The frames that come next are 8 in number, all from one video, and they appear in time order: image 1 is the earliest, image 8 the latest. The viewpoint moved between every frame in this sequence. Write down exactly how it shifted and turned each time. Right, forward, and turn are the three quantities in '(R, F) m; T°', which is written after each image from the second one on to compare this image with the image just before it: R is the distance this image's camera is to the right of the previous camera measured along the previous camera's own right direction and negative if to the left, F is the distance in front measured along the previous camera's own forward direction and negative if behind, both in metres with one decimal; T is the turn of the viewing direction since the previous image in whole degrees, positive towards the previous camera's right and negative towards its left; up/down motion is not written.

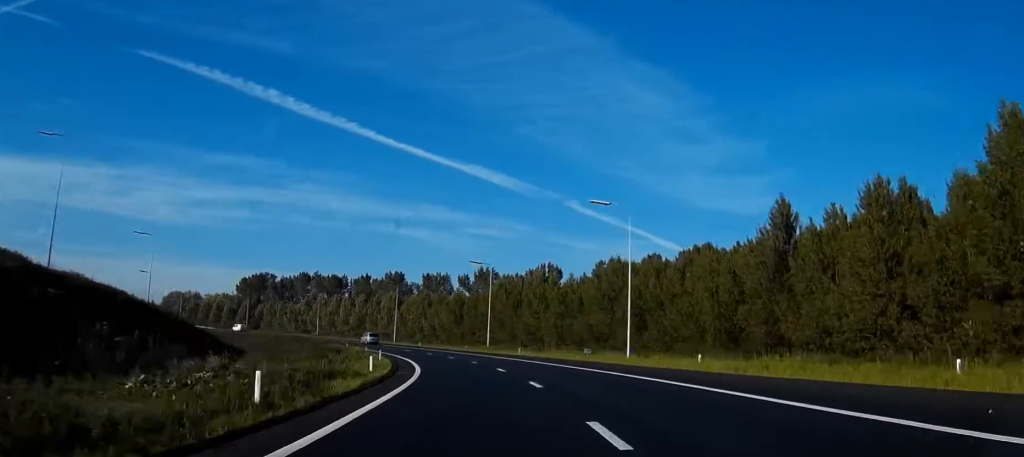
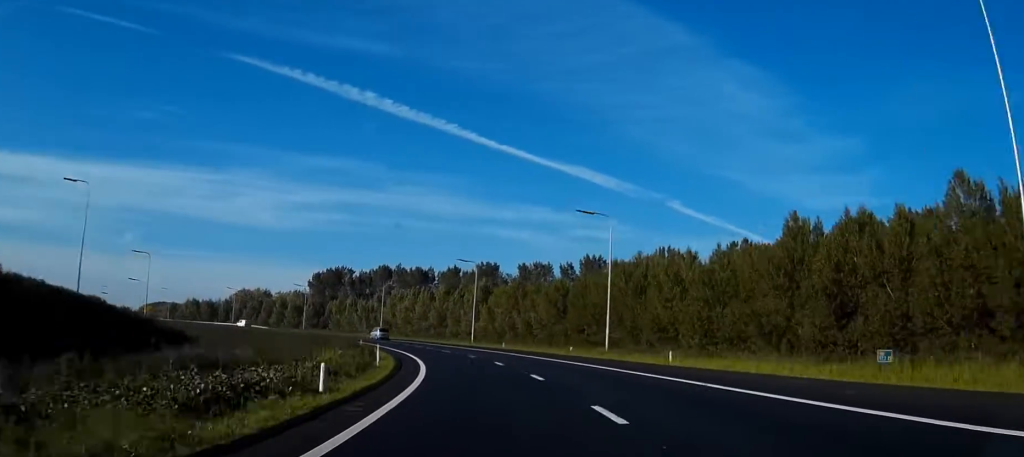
(-0.1, +34.5) m; -6°
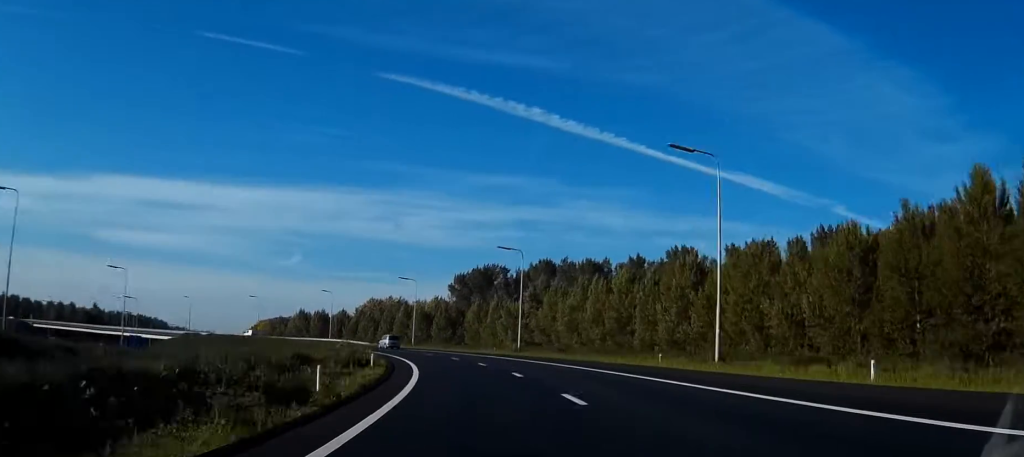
(-6.6, +57.1) m; -14°
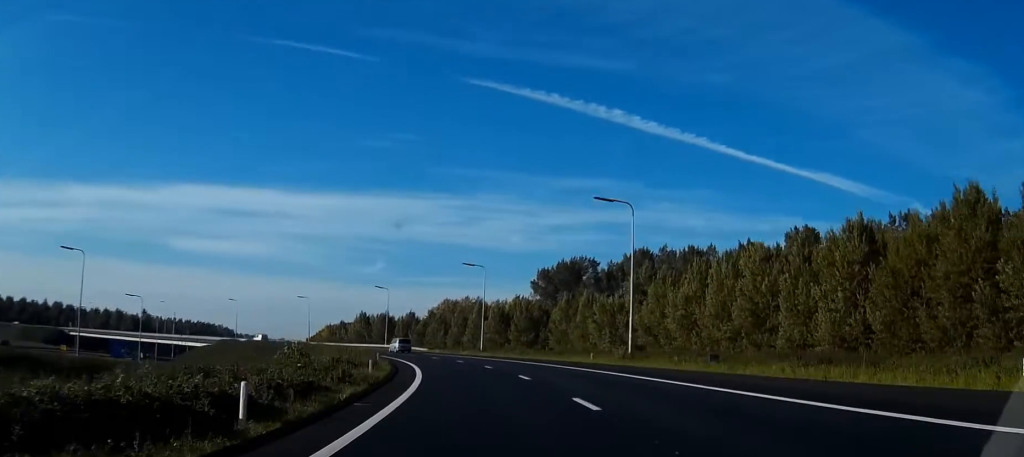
(-1.9, +25.4) m; -6°
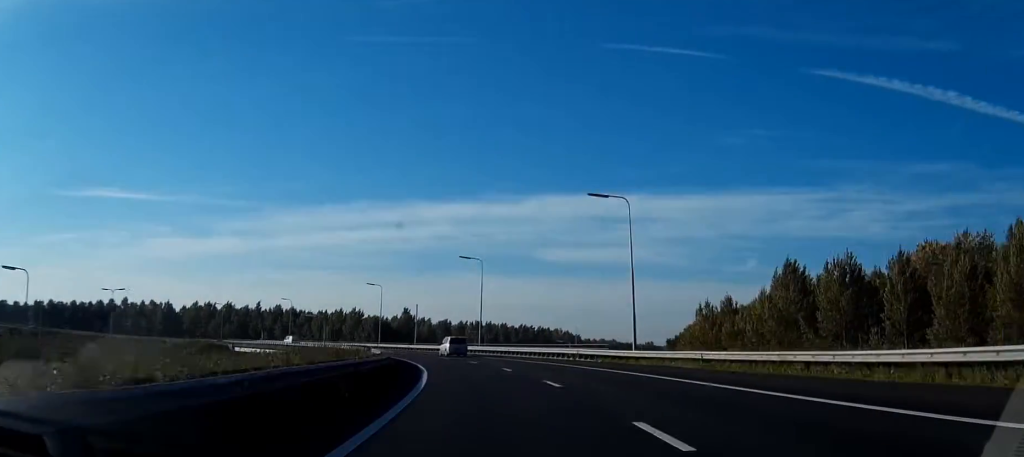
(-28.1, +110.9) m; -28°
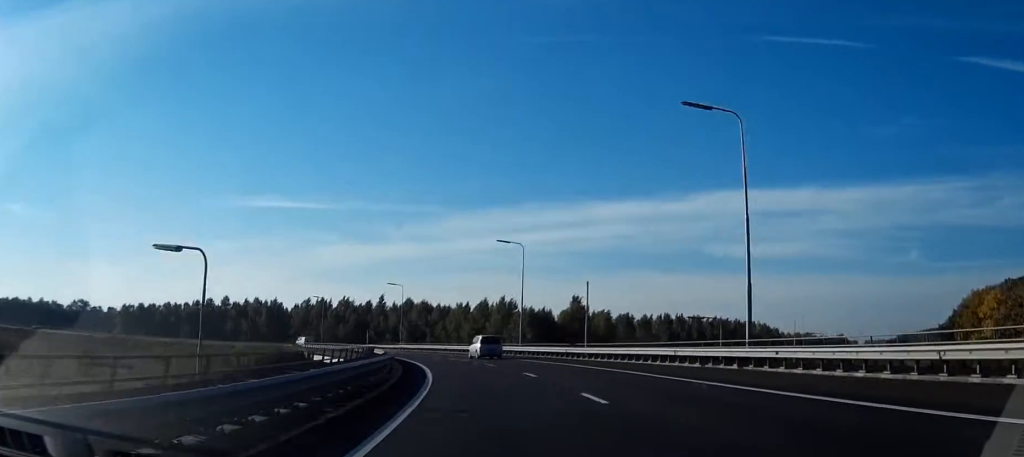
(-5.8, +54.6) m; -14°
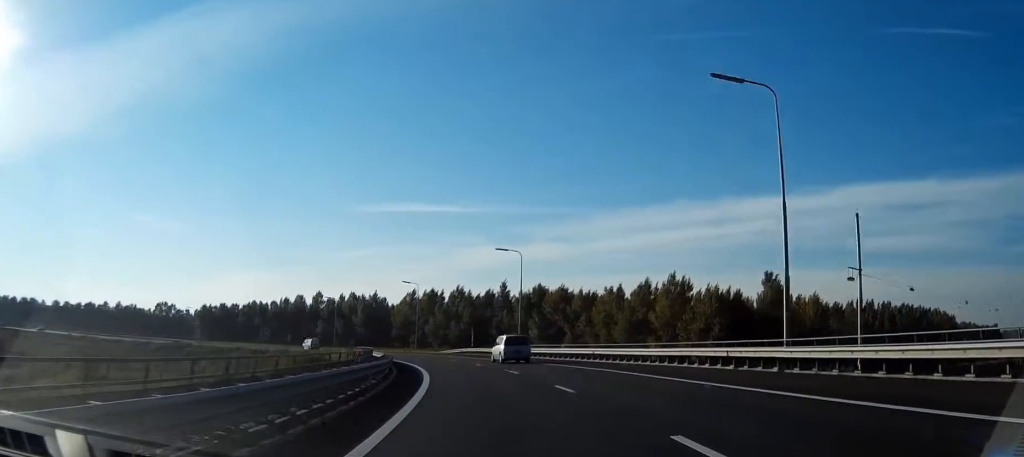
(-3.3, +45.4) m; -14°
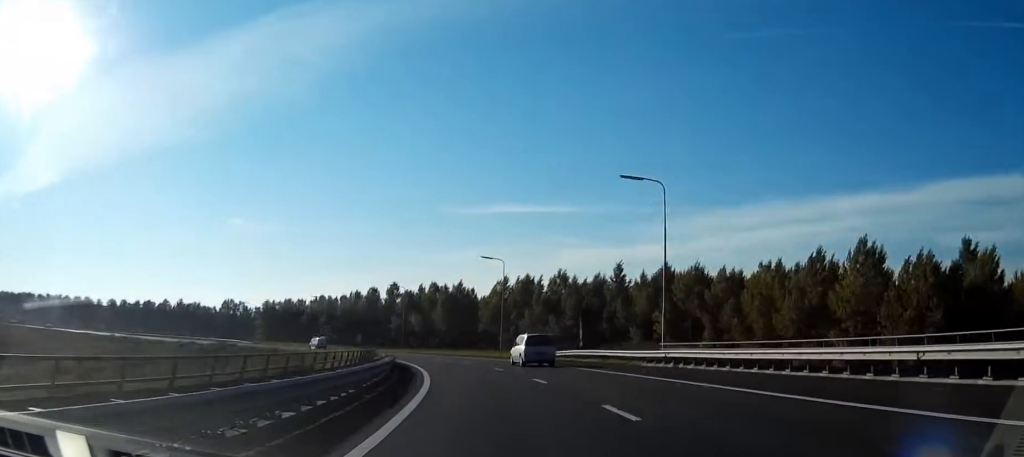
(-5.2, +31.3) m; -6°
